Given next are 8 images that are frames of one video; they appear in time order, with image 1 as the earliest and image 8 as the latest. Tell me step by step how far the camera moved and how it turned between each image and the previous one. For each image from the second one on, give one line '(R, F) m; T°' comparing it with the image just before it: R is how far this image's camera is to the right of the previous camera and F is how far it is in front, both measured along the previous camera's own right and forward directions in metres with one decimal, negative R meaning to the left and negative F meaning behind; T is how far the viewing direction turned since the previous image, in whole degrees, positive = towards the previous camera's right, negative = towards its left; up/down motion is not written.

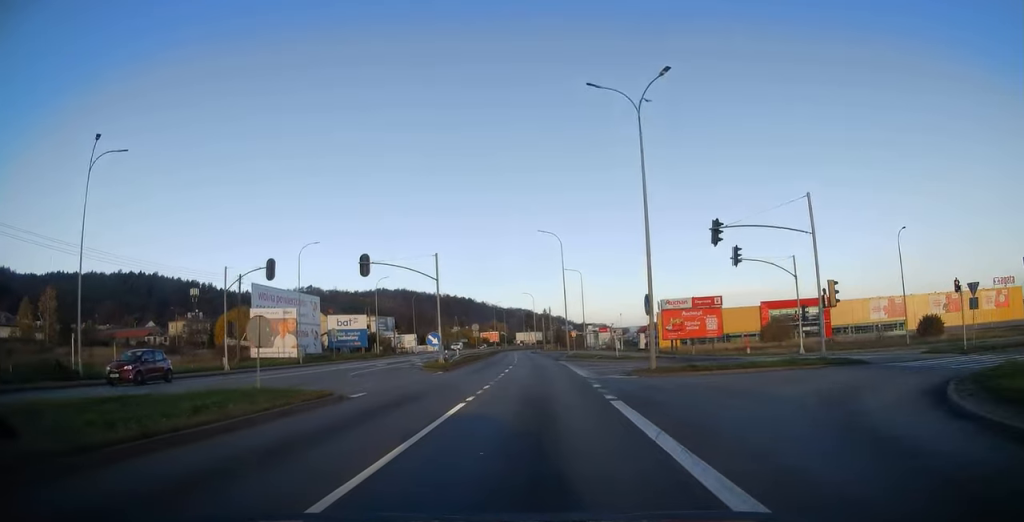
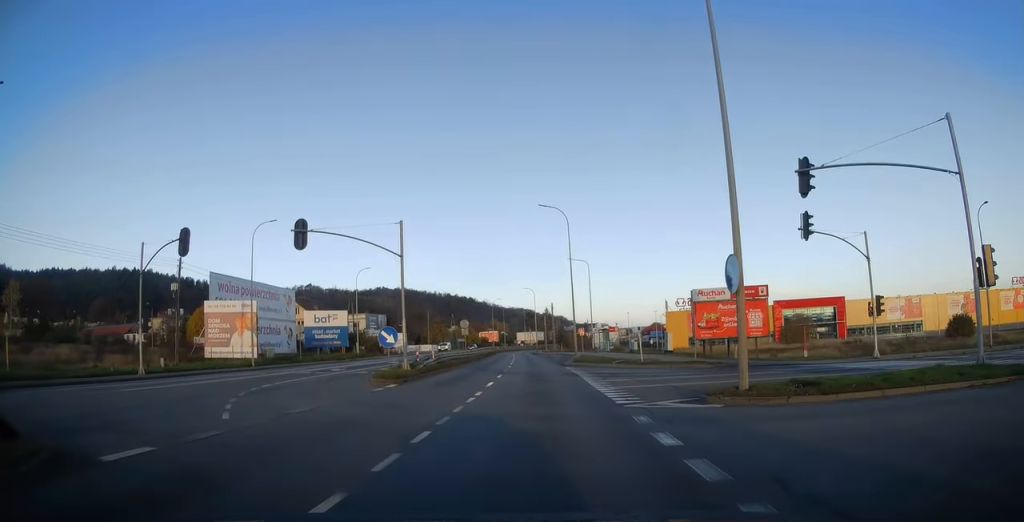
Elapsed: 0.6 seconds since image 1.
(-0.1, +10.2) m; -1°
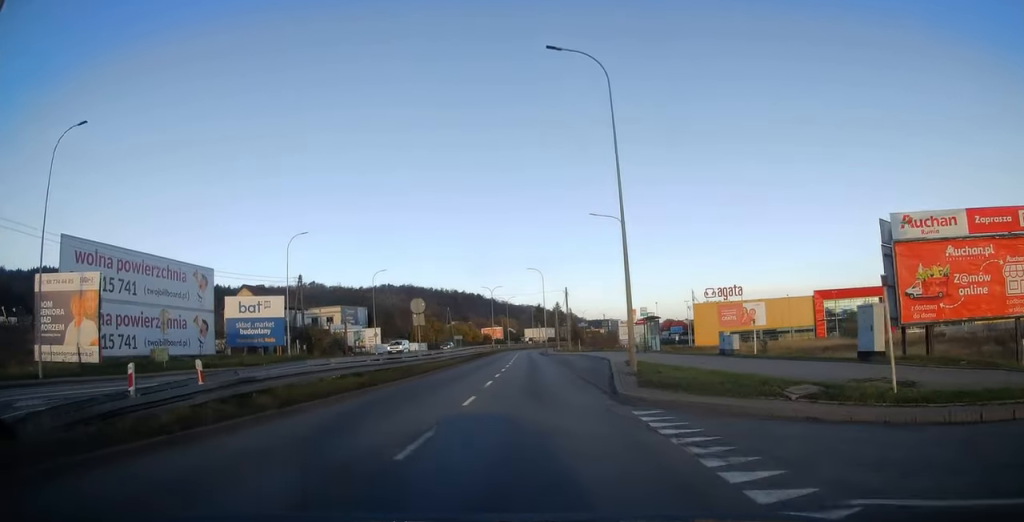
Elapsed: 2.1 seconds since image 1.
(-0.2, +24.1) m; -1°
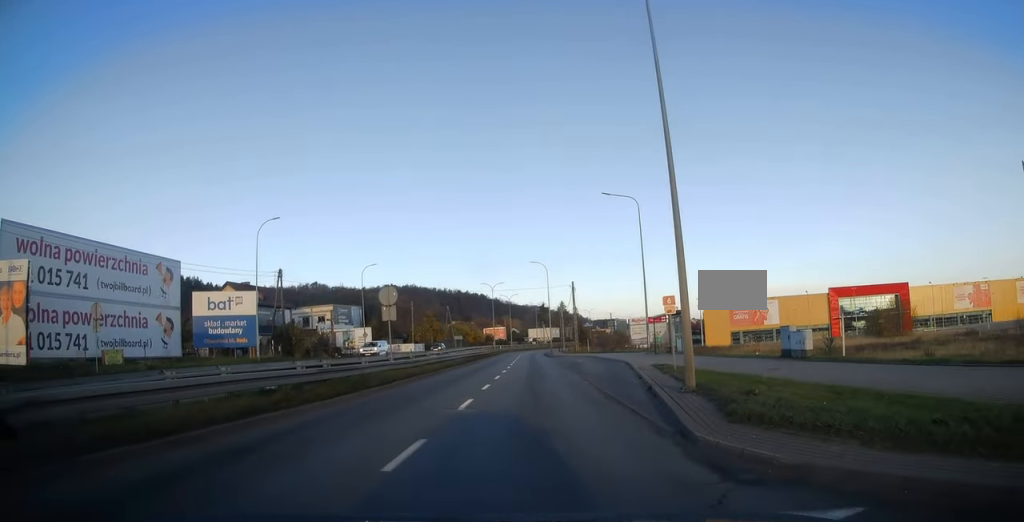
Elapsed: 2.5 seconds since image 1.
(0.0, +6.9) m; 0°
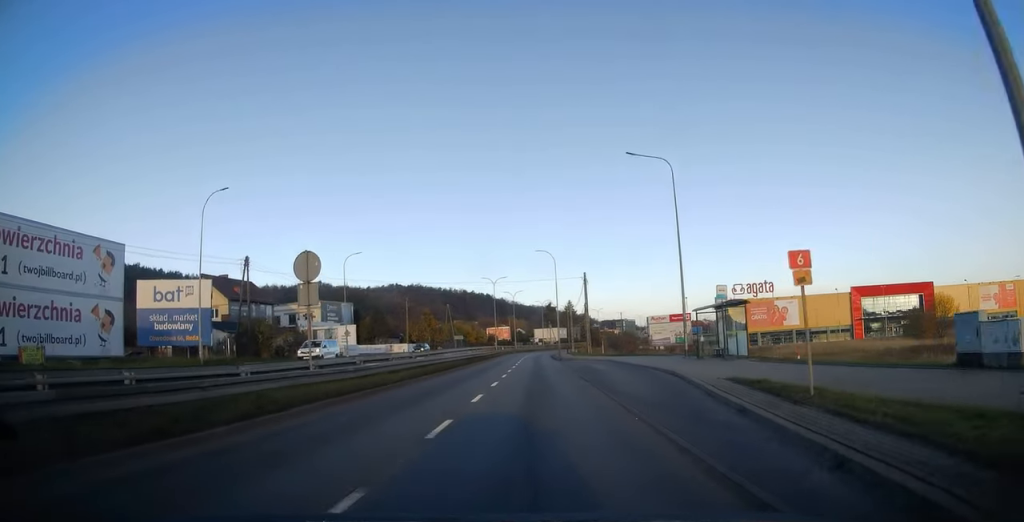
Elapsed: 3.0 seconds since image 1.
(0.0, +9.4) m; 0°
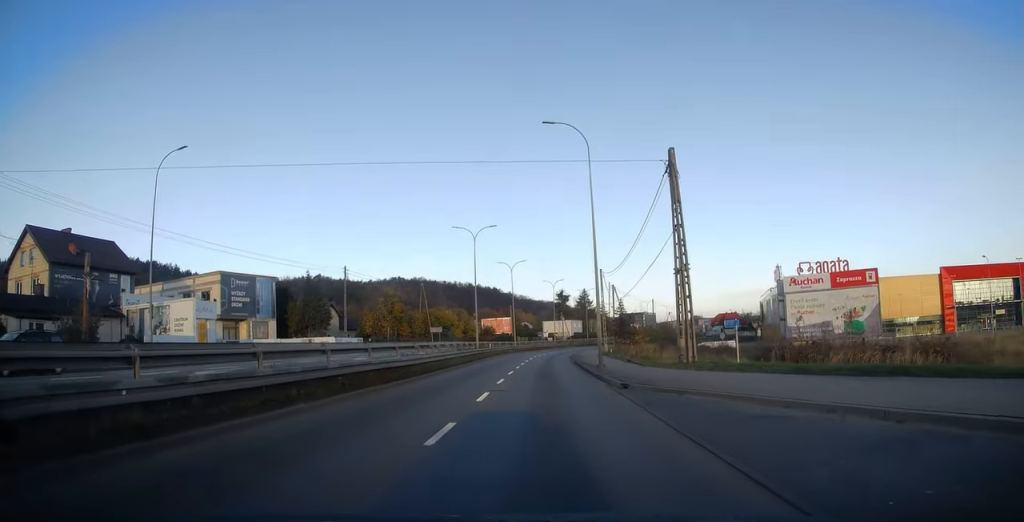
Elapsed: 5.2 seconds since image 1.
(-0.2, +36.6) m; -1°
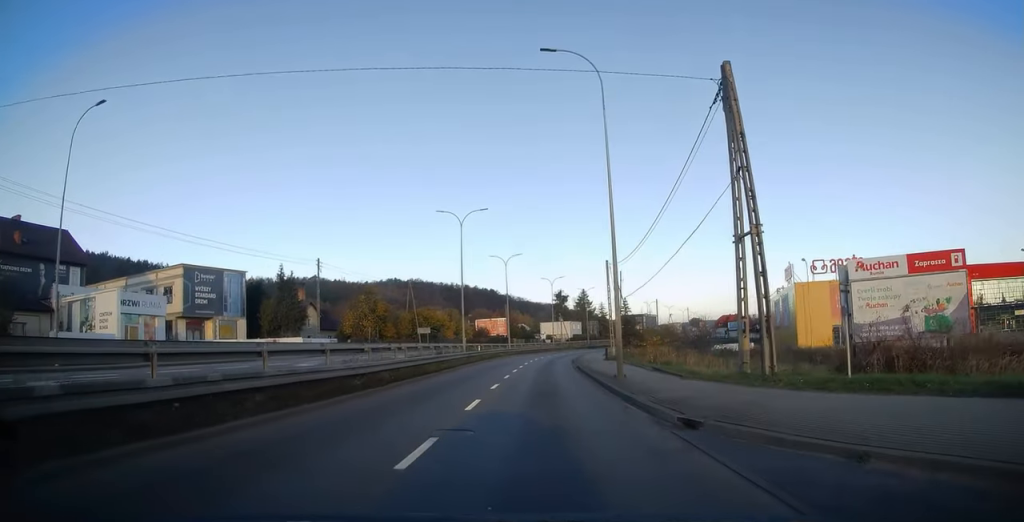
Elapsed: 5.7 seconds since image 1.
(+0.1, +7.5) m; -1°
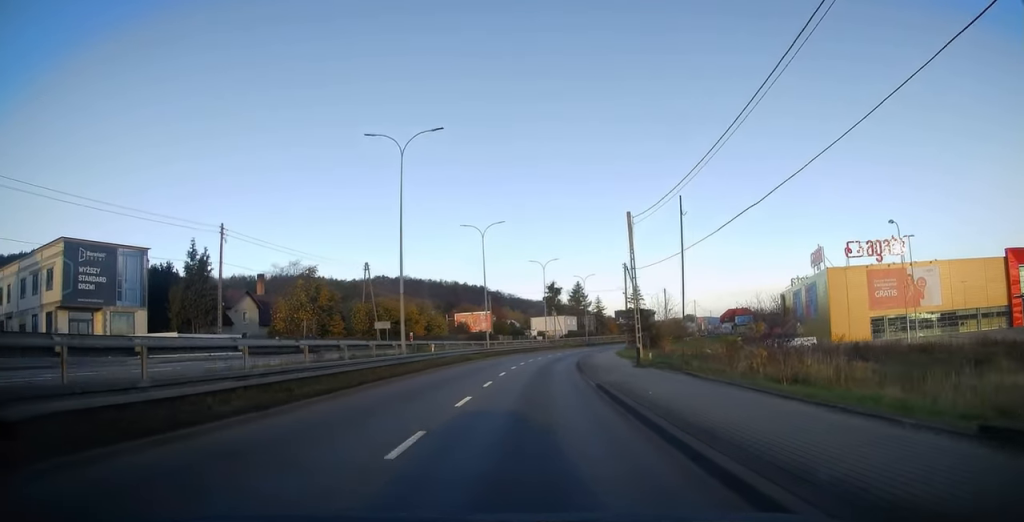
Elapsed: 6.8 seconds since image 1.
(-0.4, +17.5) m; +1°
